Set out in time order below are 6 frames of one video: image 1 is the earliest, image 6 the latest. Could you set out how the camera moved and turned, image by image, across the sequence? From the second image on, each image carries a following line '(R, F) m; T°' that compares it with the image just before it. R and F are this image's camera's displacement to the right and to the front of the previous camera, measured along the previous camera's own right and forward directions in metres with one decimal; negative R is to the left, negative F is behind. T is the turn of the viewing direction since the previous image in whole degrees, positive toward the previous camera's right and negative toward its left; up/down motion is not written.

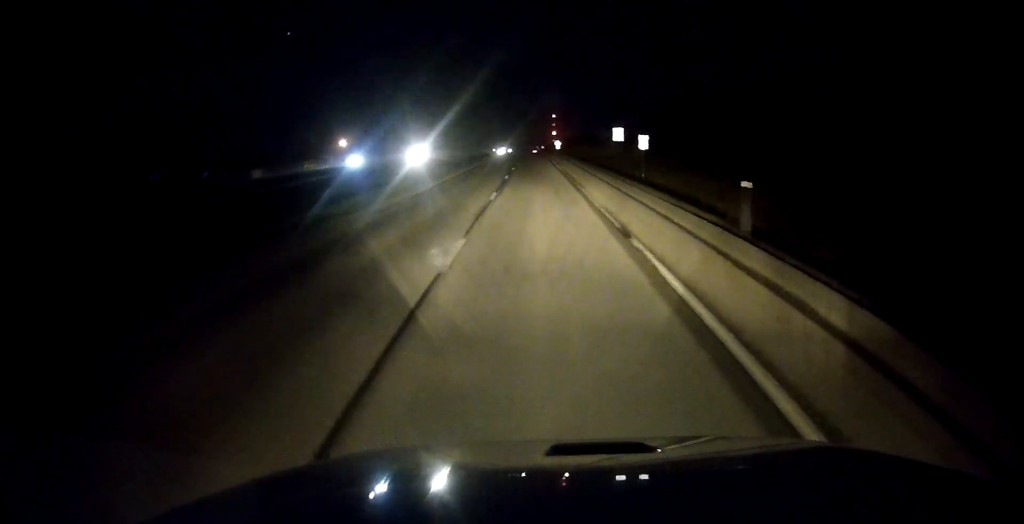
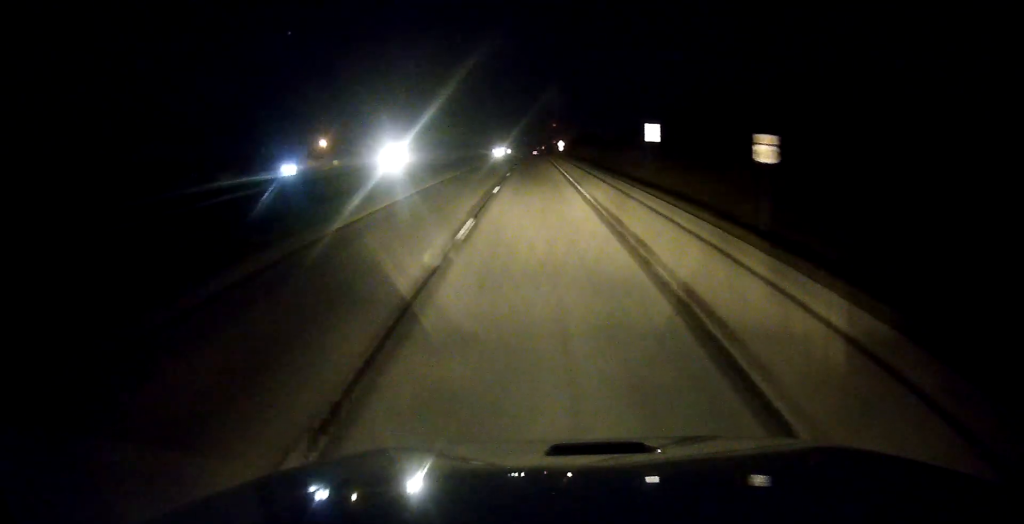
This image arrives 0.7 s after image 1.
(0.0, +21.2) m; 0°
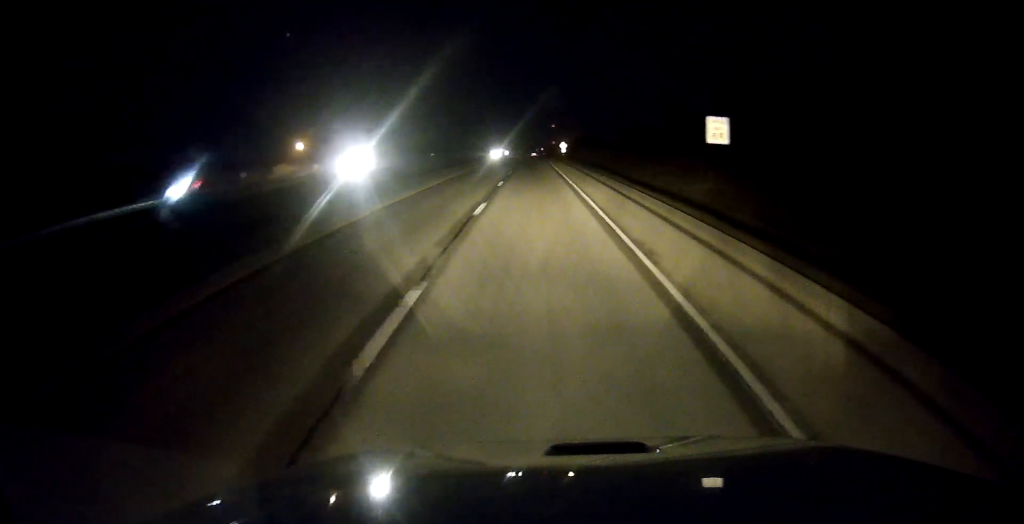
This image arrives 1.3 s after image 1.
(0.0, +19.2) m; 0°
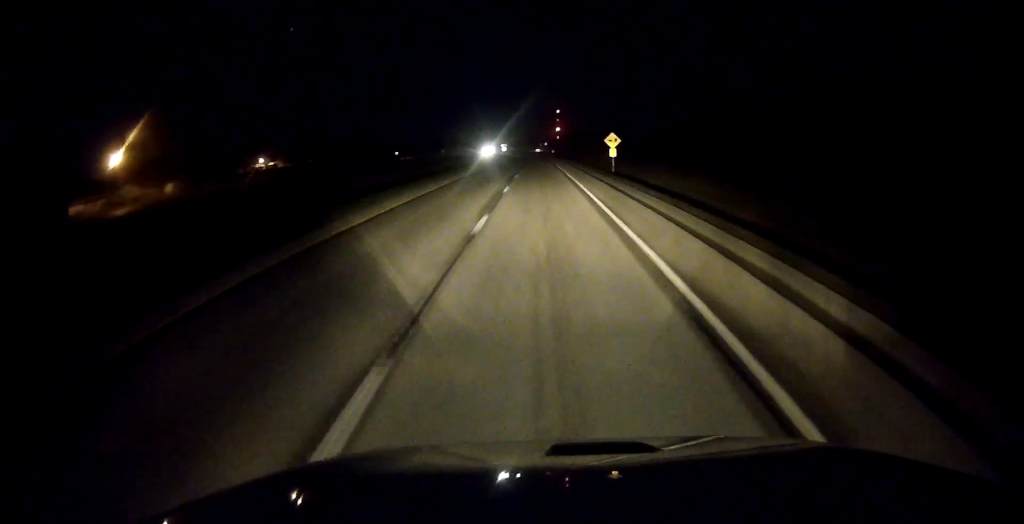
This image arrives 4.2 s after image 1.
(-0.1, +87.9) m; 0°
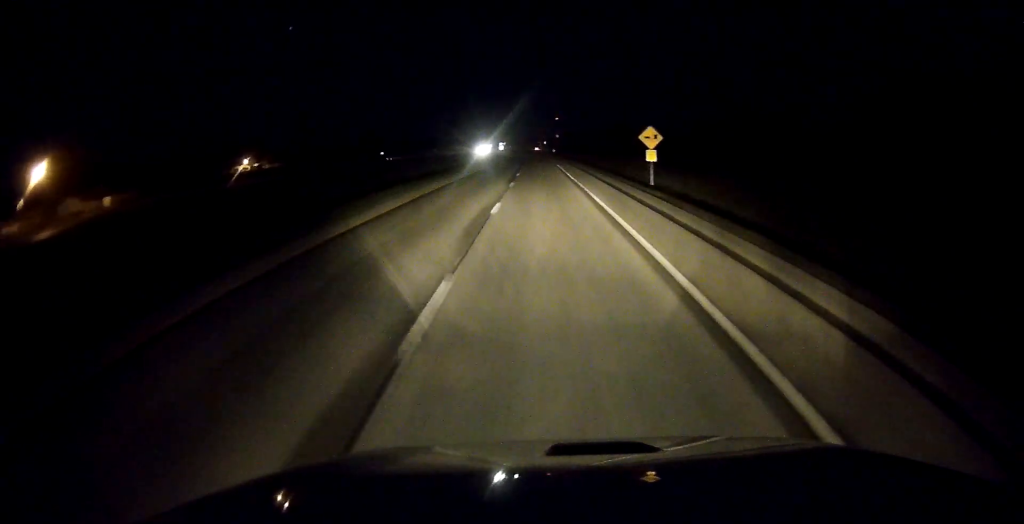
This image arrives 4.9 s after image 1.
(0.0, +20.3) m; 0°
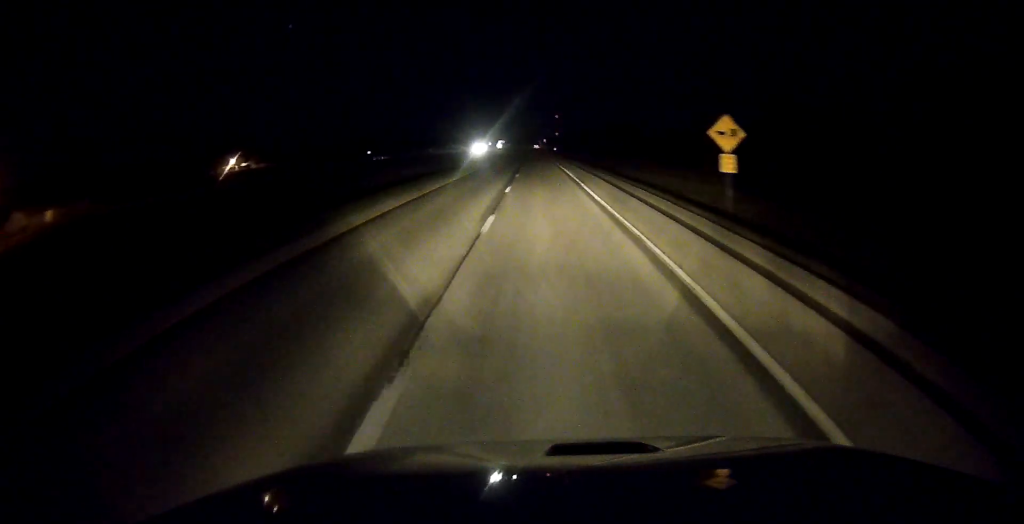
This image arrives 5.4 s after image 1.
(+0.1, +16.3) m; 0°
